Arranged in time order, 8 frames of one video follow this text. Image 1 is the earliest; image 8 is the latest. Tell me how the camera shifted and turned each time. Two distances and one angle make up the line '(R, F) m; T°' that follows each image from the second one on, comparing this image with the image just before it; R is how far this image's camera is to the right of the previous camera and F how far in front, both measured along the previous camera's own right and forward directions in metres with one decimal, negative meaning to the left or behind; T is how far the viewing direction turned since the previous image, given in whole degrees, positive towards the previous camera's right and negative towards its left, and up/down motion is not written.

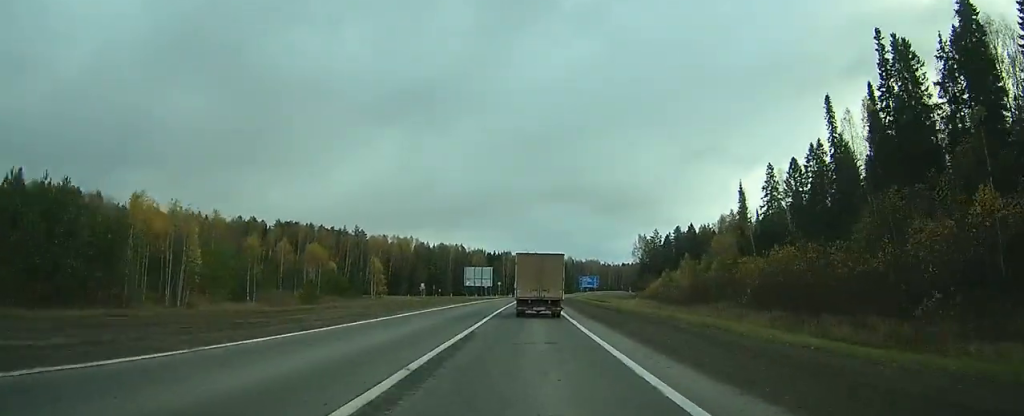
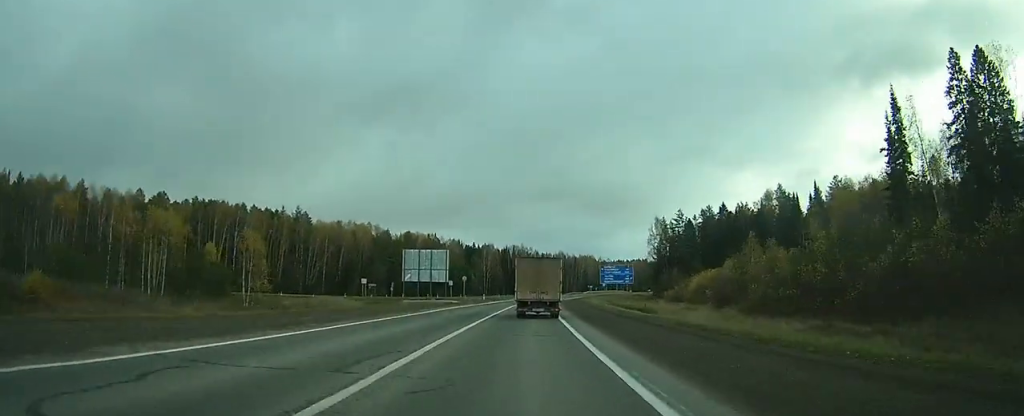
(+1.0, +52.1) m; +2°
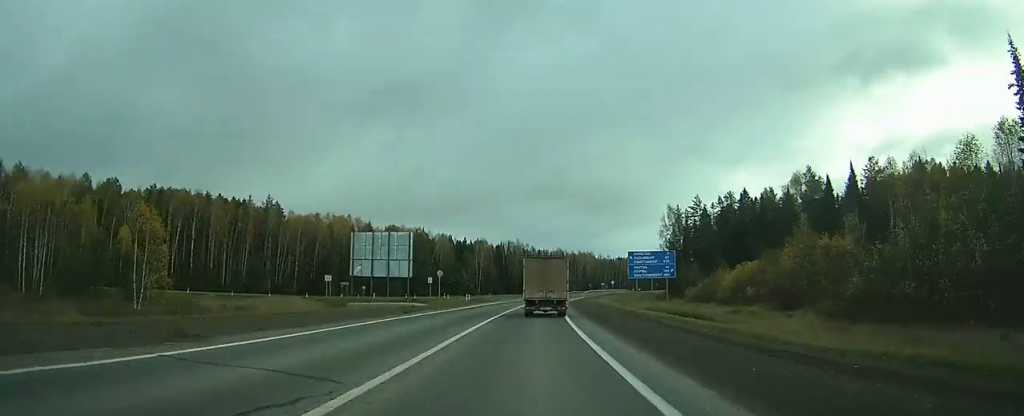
(+0.1, +21.2) m; +1°
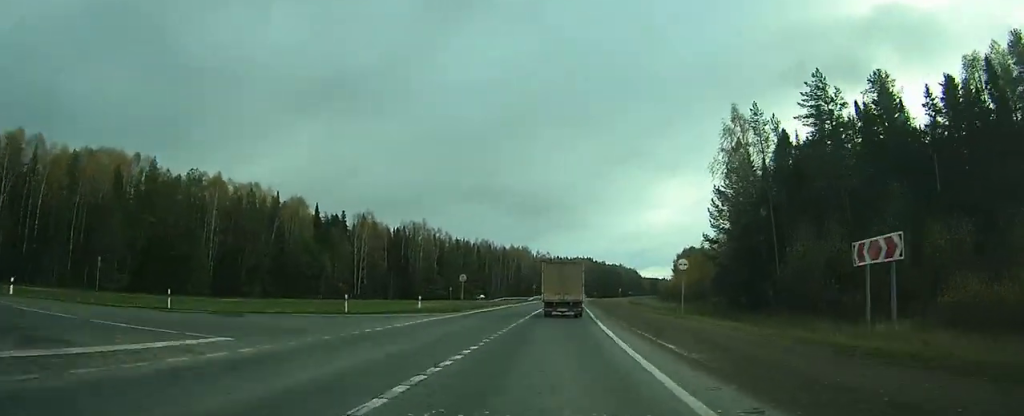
(+3.6, +89.4) m; +6°
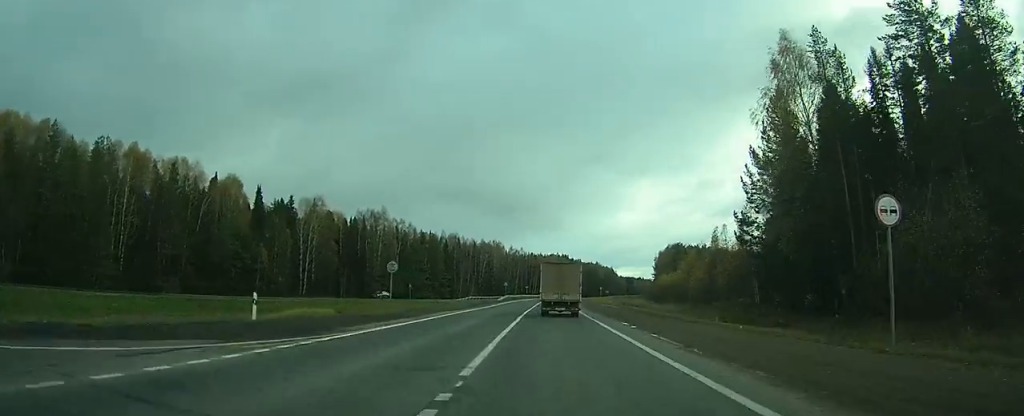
(+0.5, +20.9) m; +2°
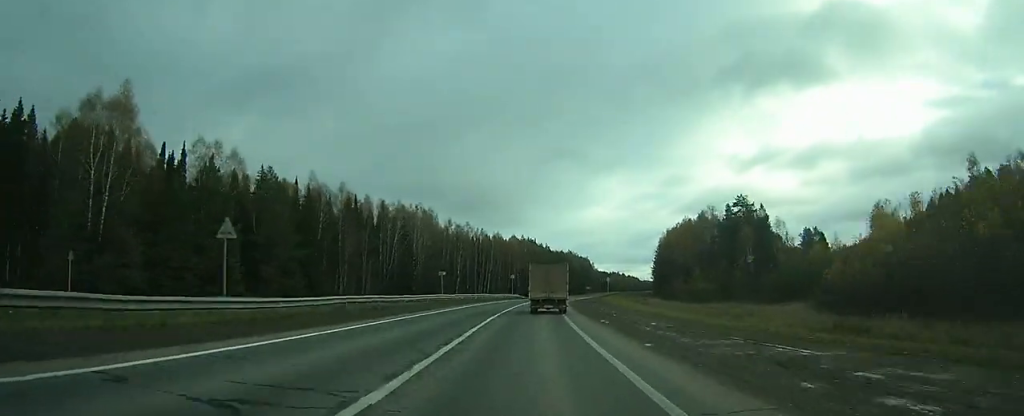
(+6.2, +100.0) m; +5°
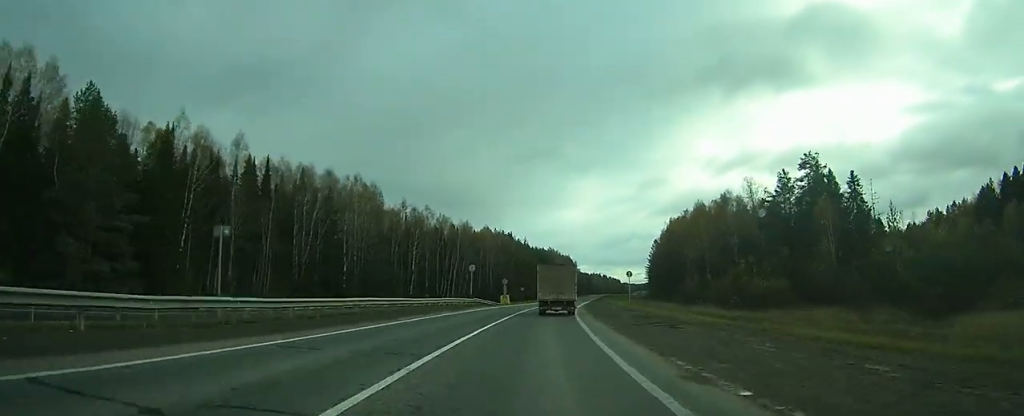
(+0.3, +40.5) m; +2°
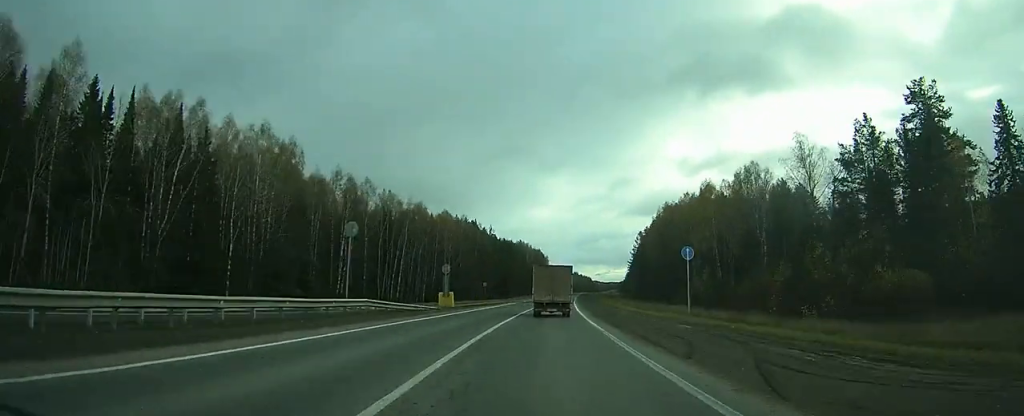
(+0.5, +33.0) m; +2°
